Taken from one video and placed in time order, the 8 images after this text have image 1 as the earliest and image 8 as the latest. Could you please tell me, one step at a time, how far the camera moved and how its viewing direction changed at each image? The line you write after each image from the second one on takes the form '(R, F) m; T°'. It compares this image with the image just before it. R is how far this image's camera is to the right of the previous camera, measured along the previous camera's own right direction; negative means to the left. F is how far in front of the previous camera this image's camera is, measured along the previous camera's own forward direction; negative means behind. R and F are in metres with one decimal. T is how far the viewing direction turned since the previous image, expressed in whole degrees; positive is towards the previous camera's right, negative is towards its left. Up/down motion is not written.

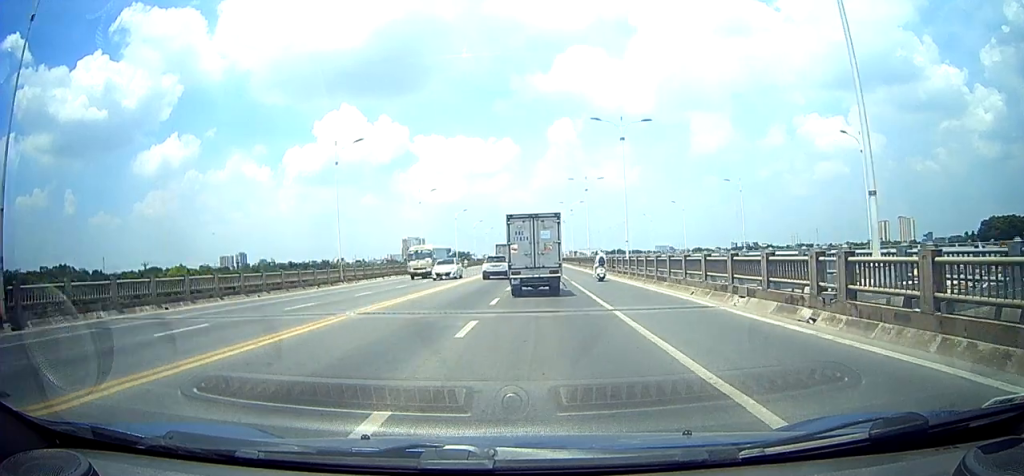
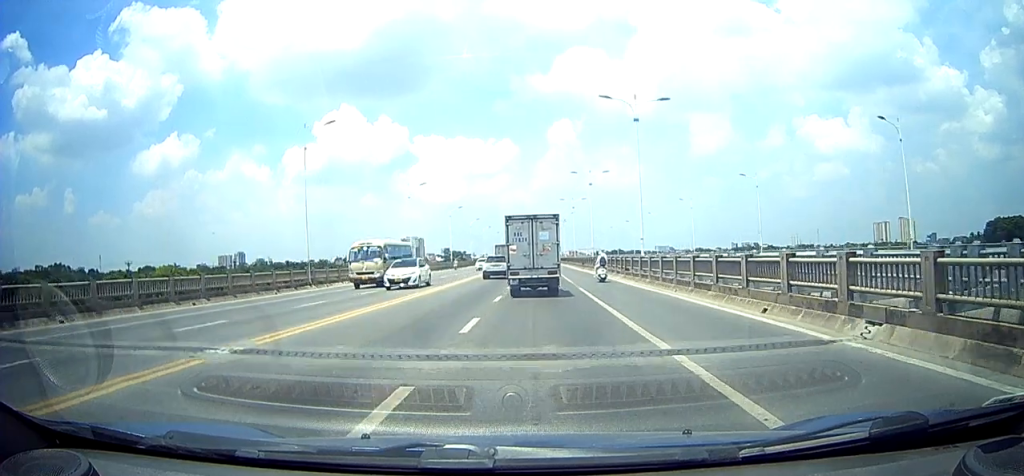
(0.0, +5.8) m; 0°
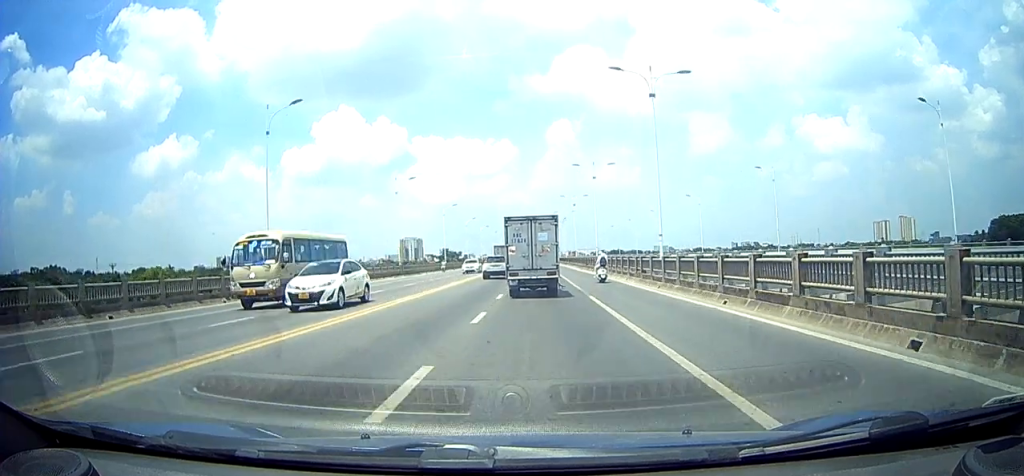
(0.0, +5.7) m; 0°
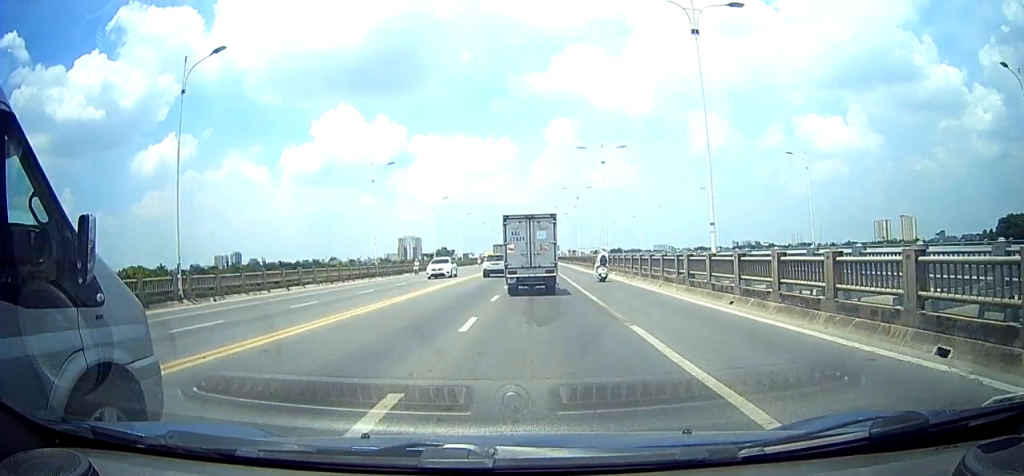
(0.0, +8.4) m; 0°
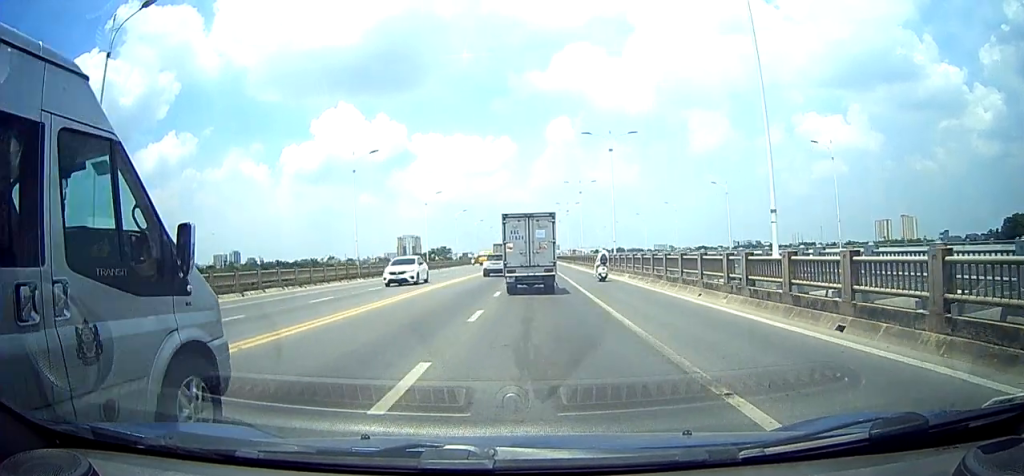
(0.0, +5.8) m; 0°
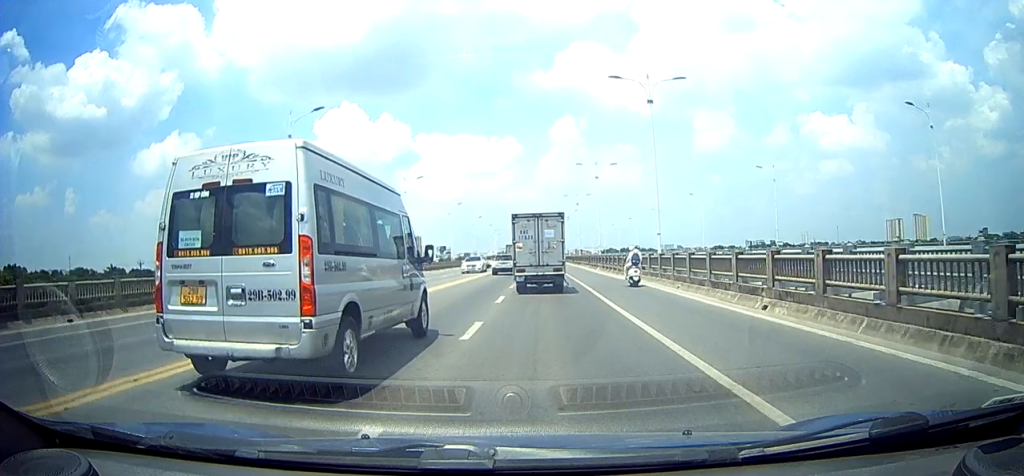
(+1.7, +43.5) m; +4°
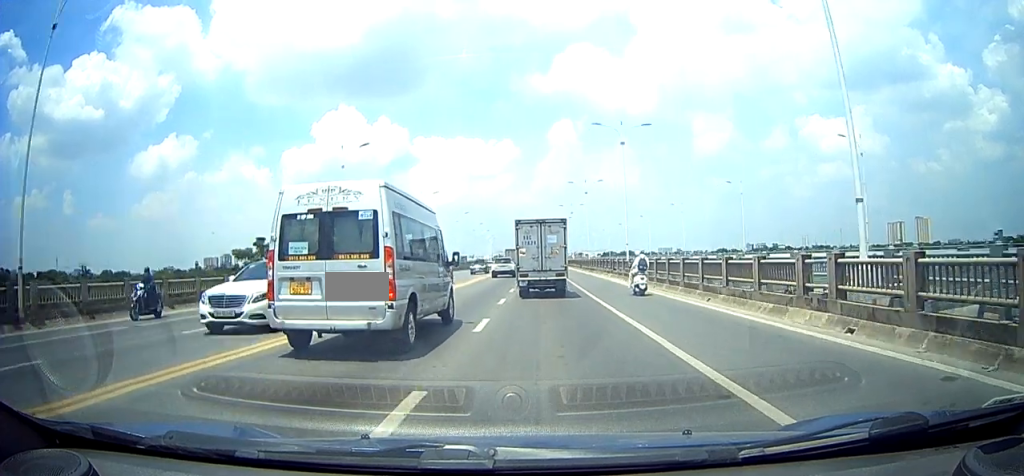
(-1.2, +21.6) m; -5°
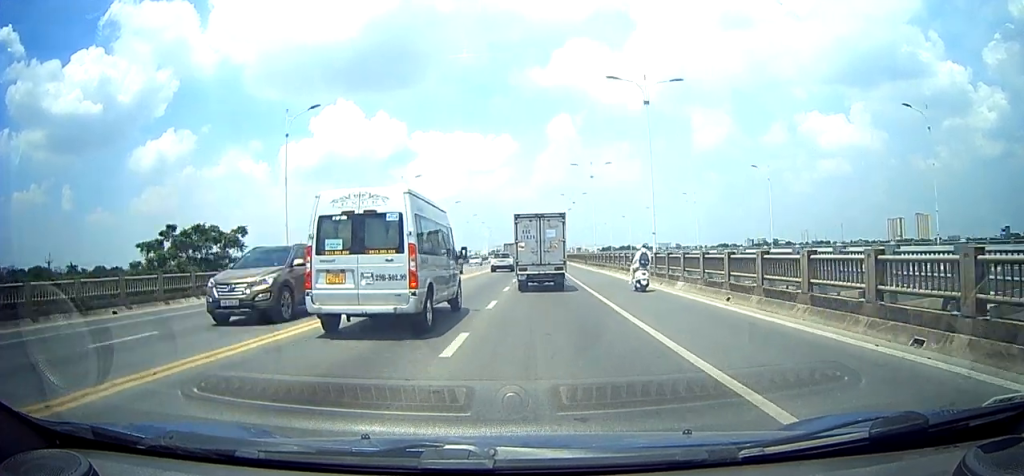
(0.0, +10.8) m; 0°
